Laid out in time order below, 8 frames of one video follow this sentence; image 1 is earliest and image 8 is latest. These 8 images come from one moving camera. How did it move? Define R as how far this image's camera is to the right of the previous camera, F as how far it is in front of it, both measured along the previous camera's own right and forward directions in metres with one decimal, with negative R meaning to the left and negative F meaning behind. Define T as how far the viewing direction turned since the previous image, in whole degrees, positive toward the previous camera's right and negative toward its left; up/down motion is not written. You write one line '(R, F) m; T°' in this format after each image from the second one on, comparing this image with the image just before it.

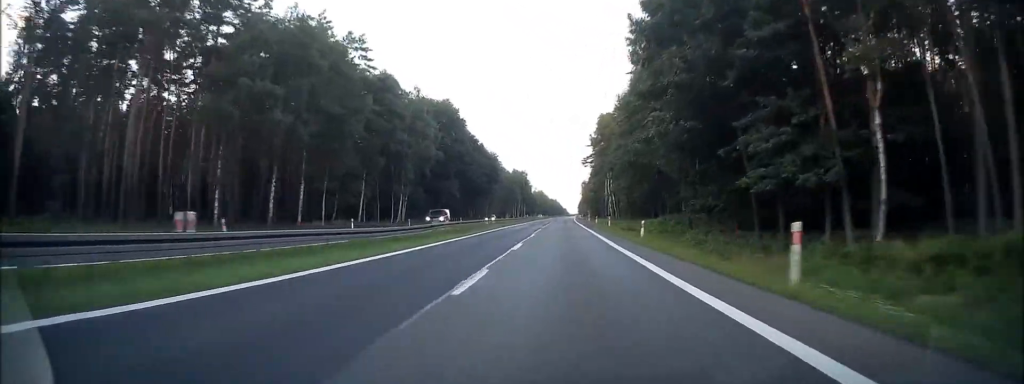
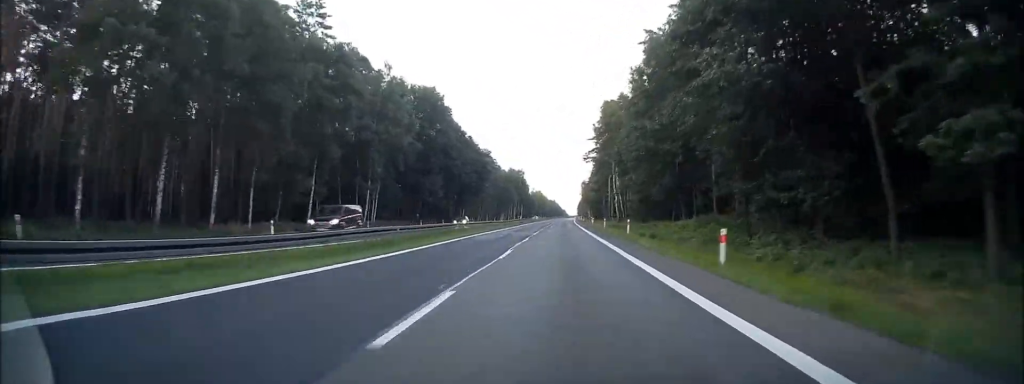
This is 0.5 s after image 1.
(-0.1, +15.8) m; 0°
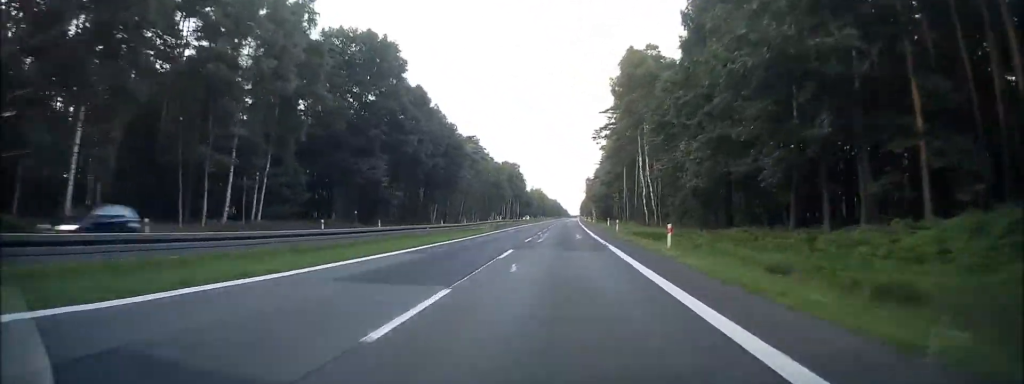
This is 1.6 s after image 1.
(+0.3, +33.5) m; 0°
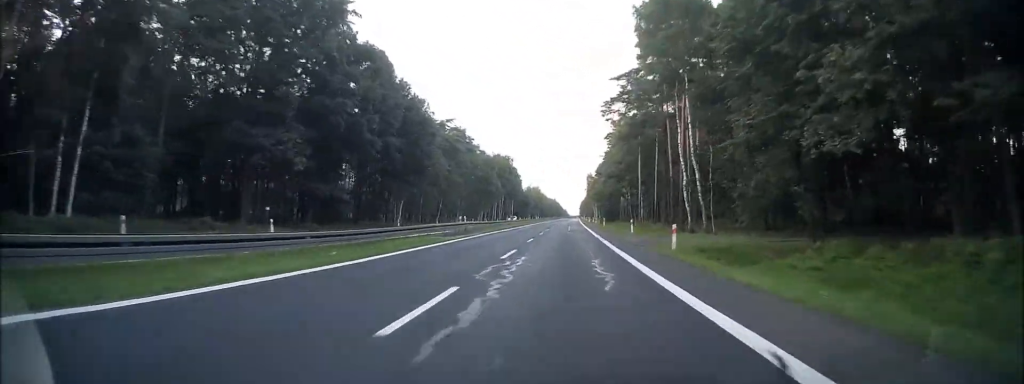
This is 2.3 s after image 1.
(0.0, +23.9) m; 0°
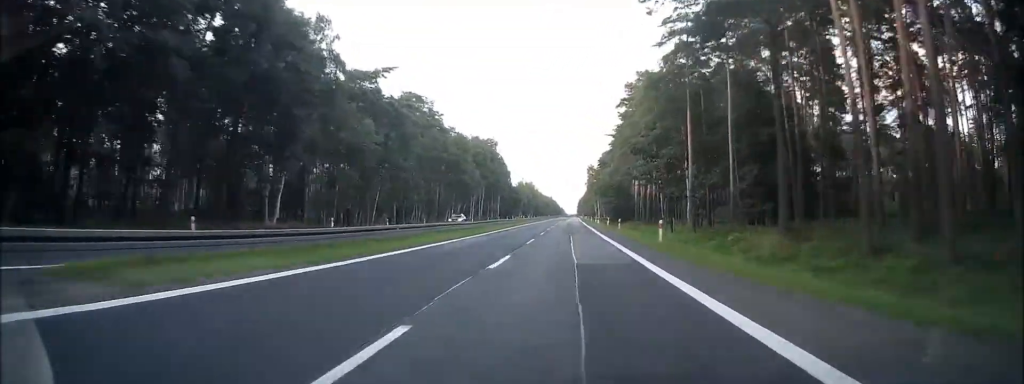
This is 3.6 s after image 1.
(+0.1, +39.3) m; 0°
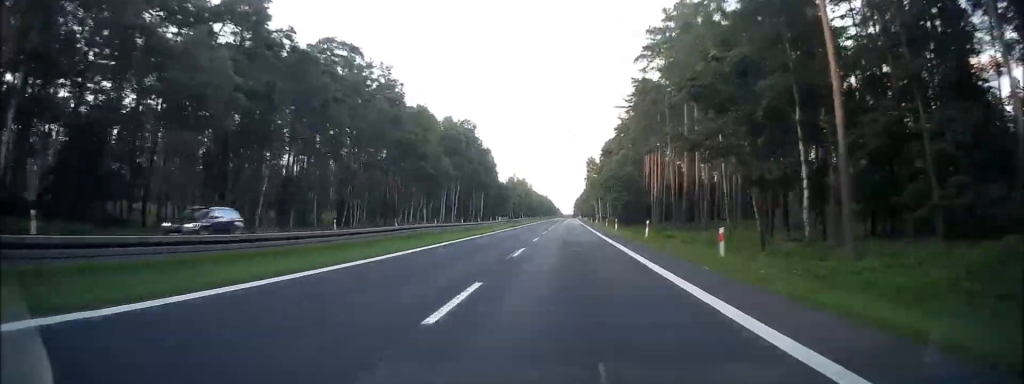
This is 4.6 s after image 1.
(+0.2, +30.8) m; 0°
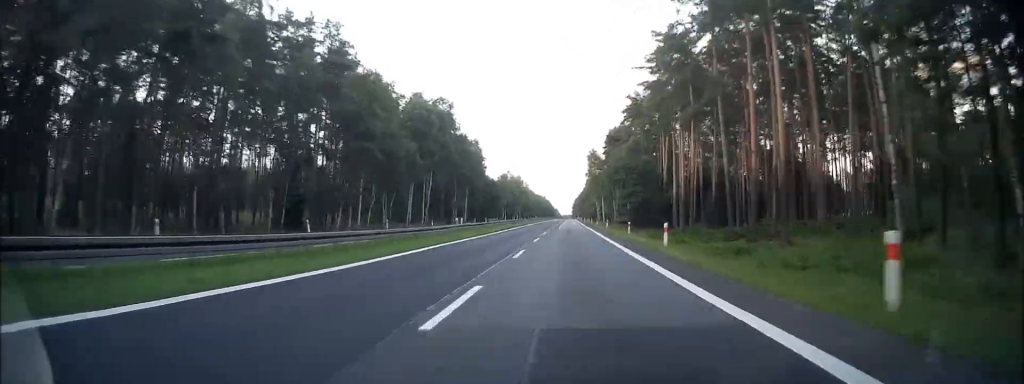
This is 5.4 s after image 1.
(-0.3, +23.6) m; 0°
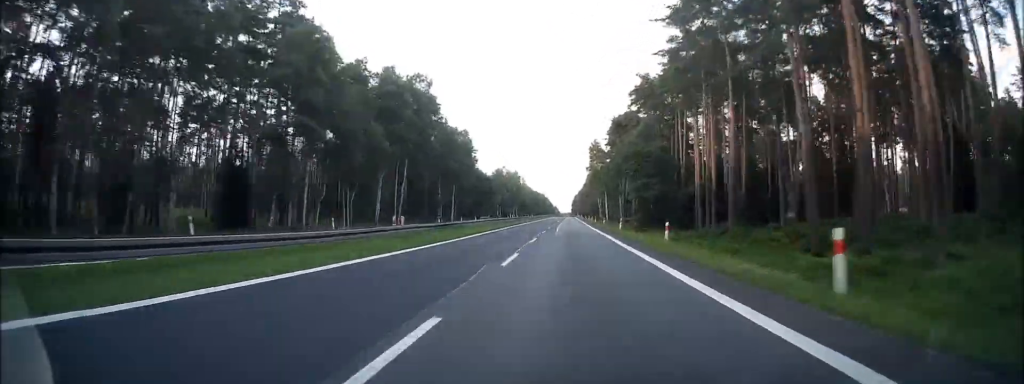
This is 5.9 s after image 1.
(+0.2, +15.3) m; 0°
